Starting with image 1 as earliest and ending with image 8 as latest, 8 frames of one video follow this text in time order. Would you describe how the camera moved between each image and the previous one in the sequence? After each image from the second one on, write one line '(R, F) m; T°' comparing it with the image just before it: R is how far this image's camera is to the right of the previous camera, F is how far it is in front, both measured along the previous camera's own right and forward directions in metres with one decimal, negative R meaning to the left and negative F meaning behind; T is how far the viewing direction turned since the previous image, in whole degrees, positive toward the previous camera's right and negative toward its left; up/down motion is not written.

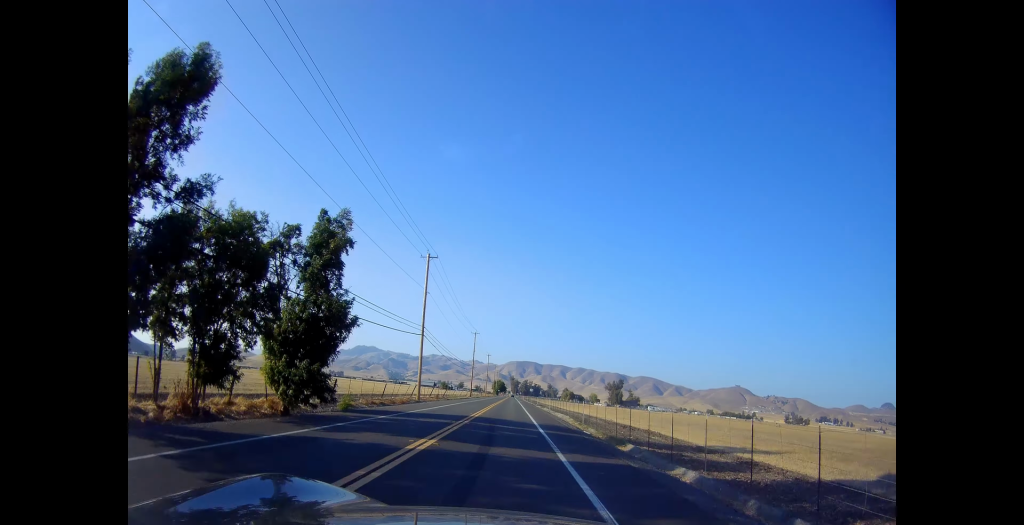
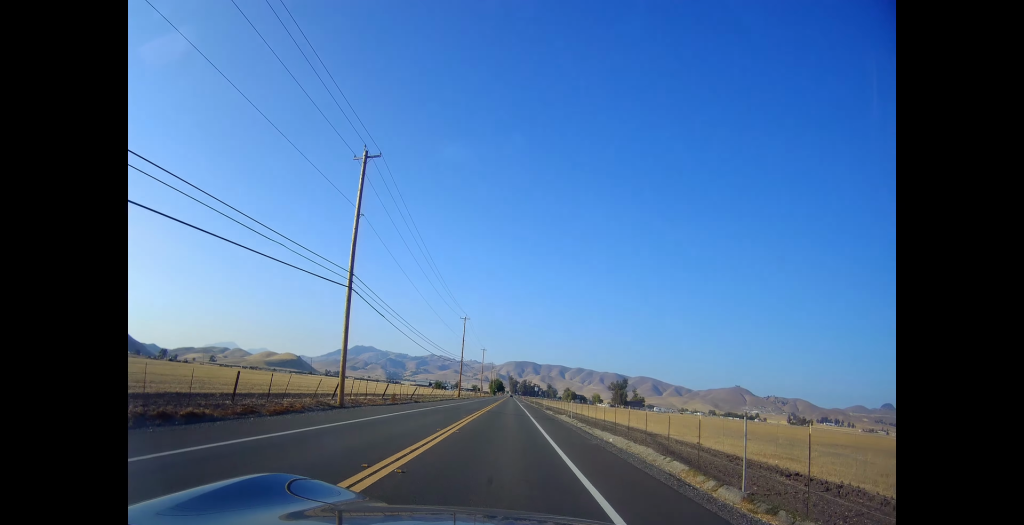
(0.0, +26.8) m; 0°
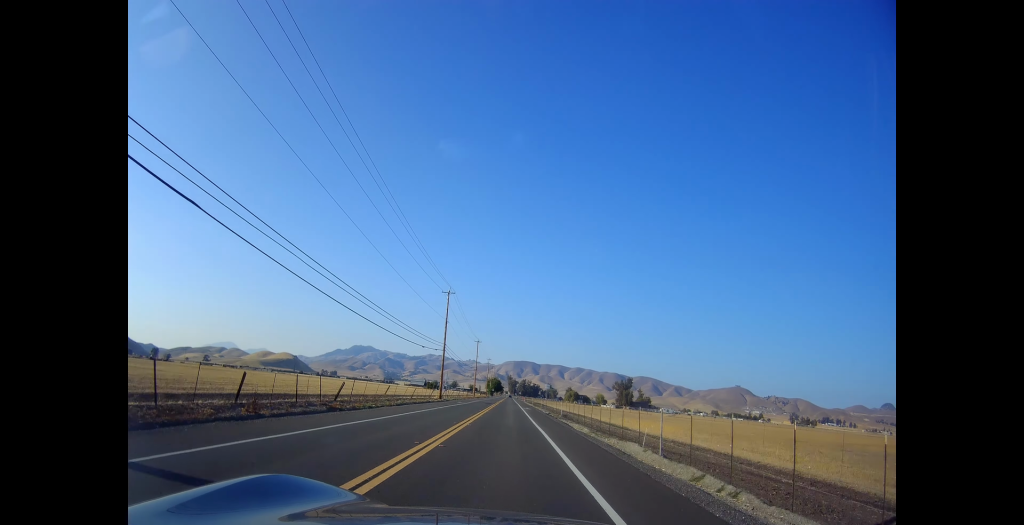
(0.0, +26.6) m; 0°
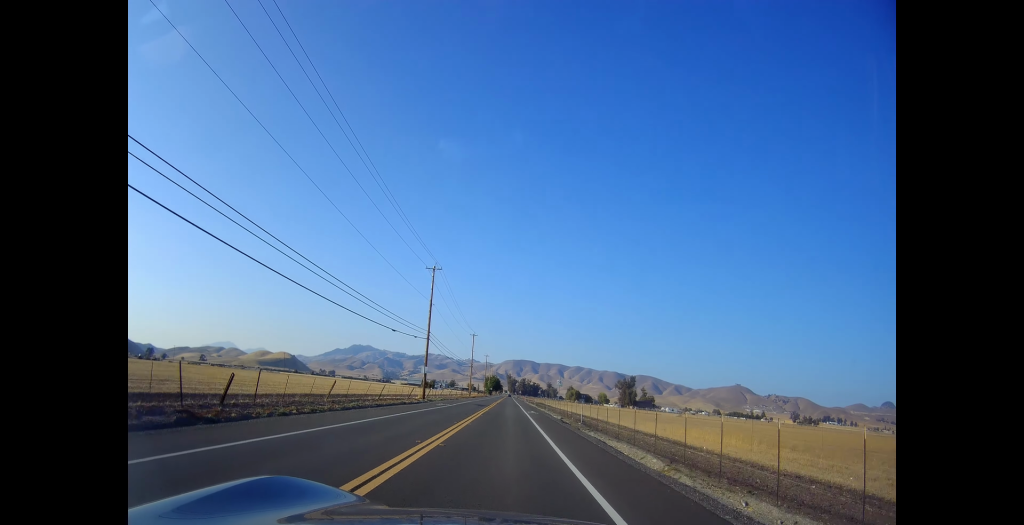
(0.0, +14.8) m; 0°
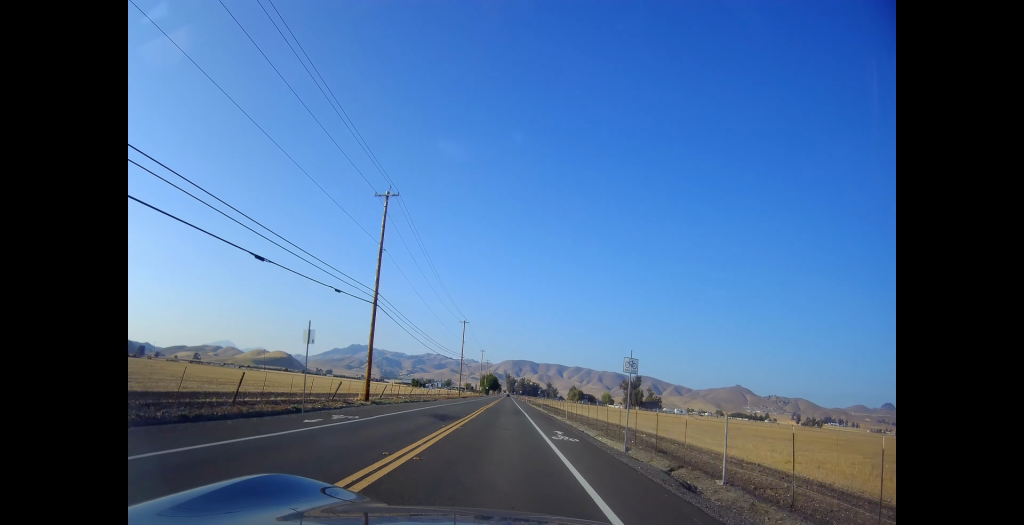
(0.0, +25.6) m; +1°
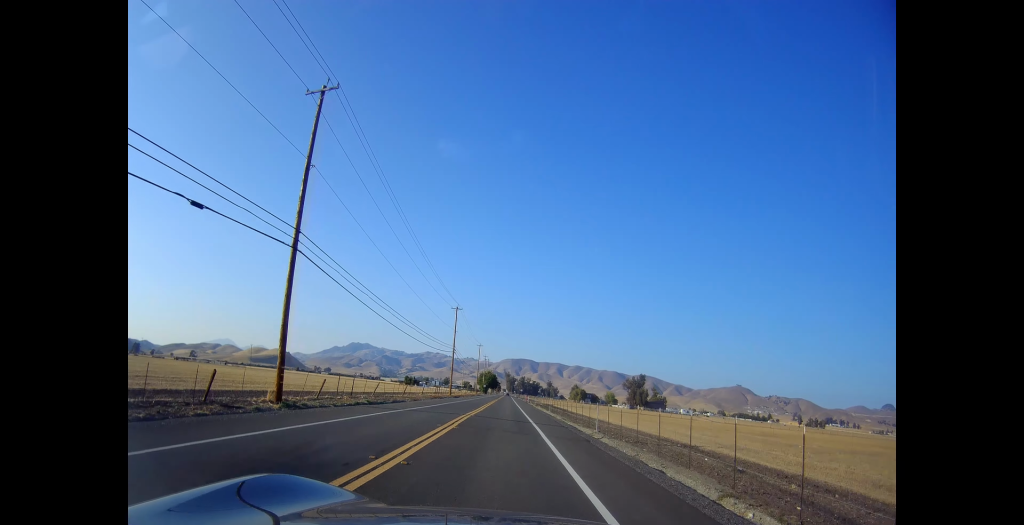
(+0.1, +16.0) m; 0°
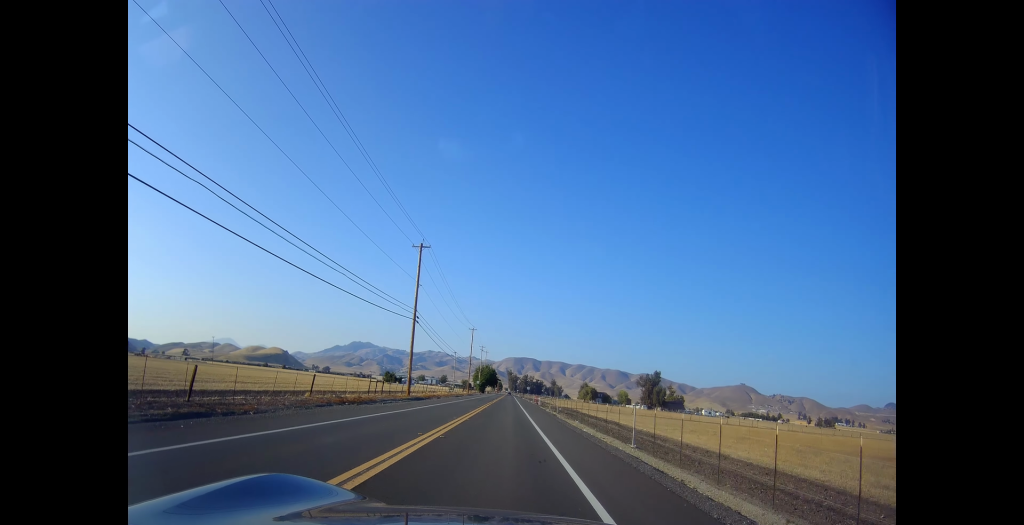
(-0.2, +41.4) m; -1°
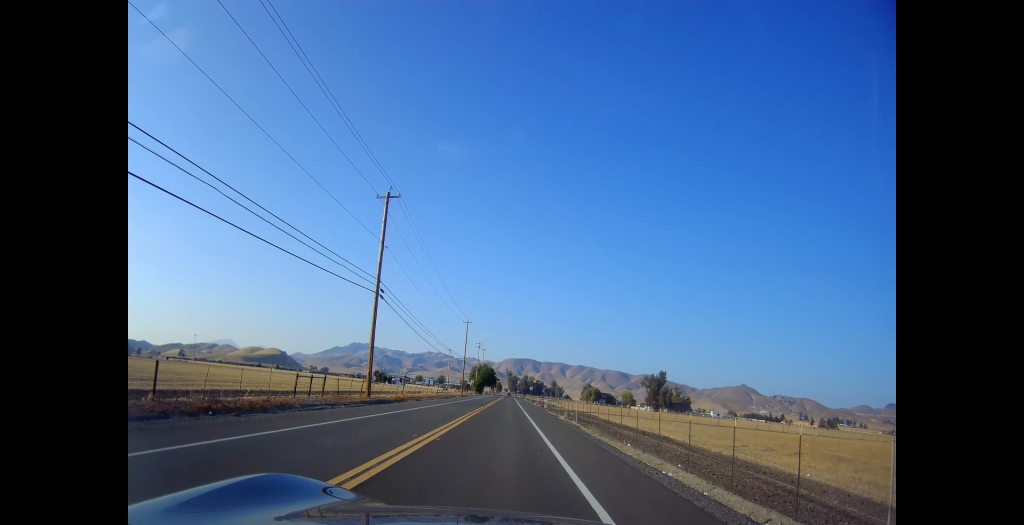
(0.0, +15.9) m; 0°
